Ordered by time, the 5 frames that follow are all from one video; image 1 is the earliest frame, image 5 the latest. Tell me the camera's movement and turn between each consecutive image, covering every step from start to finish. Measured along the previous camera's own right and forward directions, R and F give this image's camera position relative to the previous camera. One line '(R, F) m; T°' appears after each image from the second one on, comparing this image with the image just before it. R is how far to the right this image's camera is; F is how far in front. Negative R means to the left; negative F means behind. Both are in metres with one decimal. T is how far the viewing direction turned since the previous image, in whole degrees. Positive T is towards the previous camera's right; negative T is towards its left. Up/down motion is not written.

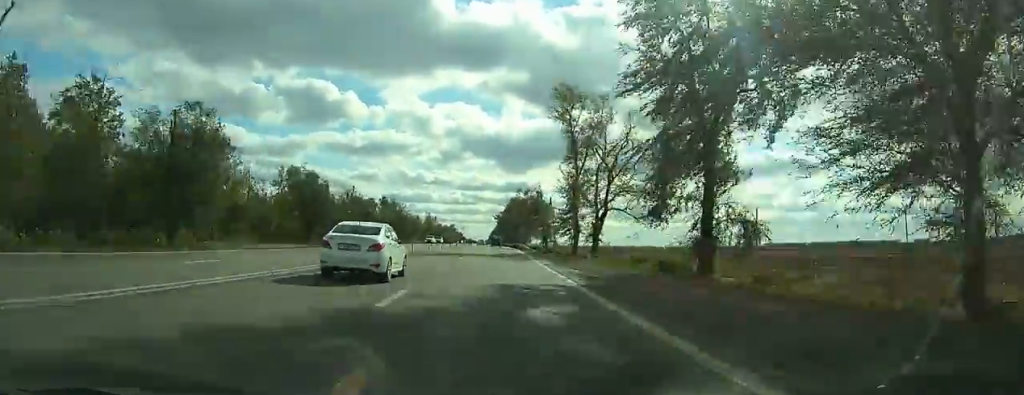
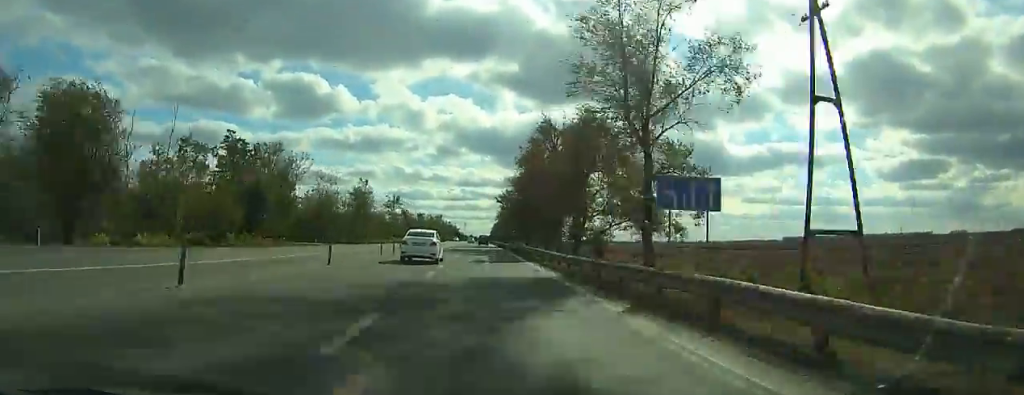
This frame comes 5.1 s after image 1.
(+0.9, +123.1) m; 0°
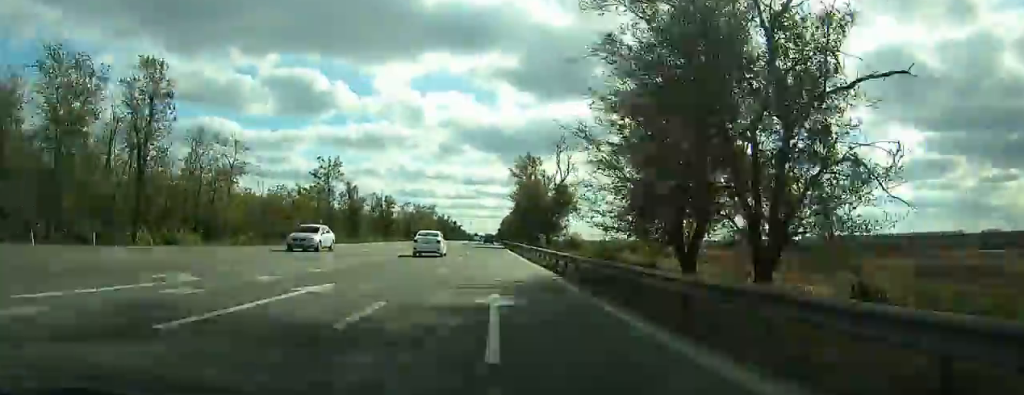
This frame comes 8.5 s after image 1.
(-0.8, +82.0) m; -1°
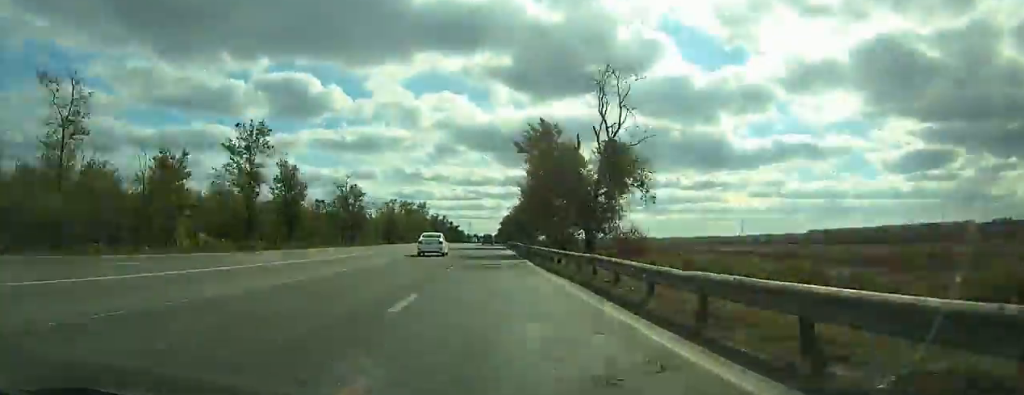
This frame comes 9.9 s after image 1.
(-0.2, +33.8) m; 0°
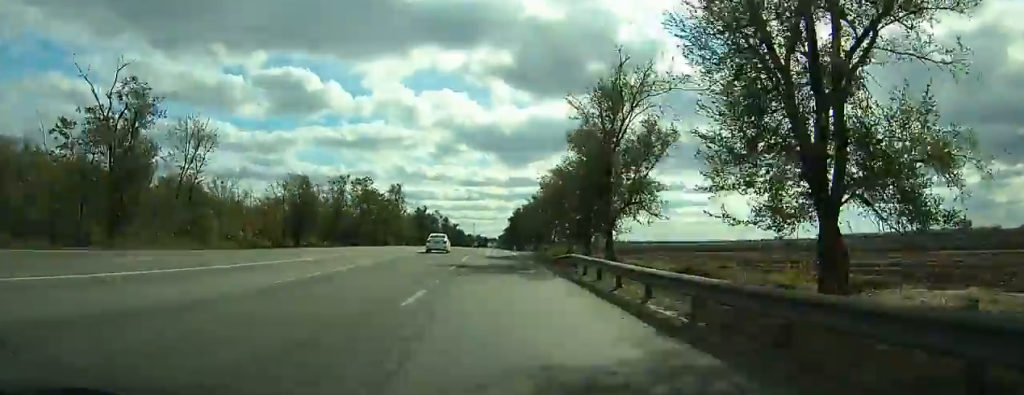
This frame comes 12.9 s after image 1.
(-0.2, +72.4) m; 0°
